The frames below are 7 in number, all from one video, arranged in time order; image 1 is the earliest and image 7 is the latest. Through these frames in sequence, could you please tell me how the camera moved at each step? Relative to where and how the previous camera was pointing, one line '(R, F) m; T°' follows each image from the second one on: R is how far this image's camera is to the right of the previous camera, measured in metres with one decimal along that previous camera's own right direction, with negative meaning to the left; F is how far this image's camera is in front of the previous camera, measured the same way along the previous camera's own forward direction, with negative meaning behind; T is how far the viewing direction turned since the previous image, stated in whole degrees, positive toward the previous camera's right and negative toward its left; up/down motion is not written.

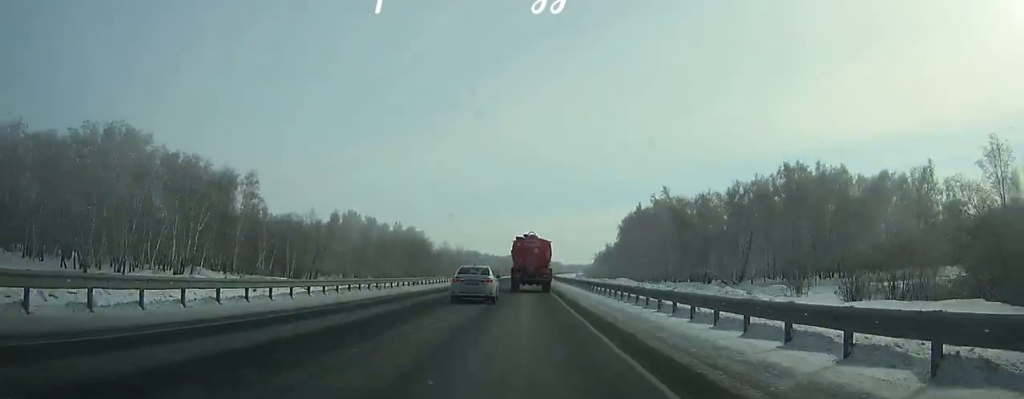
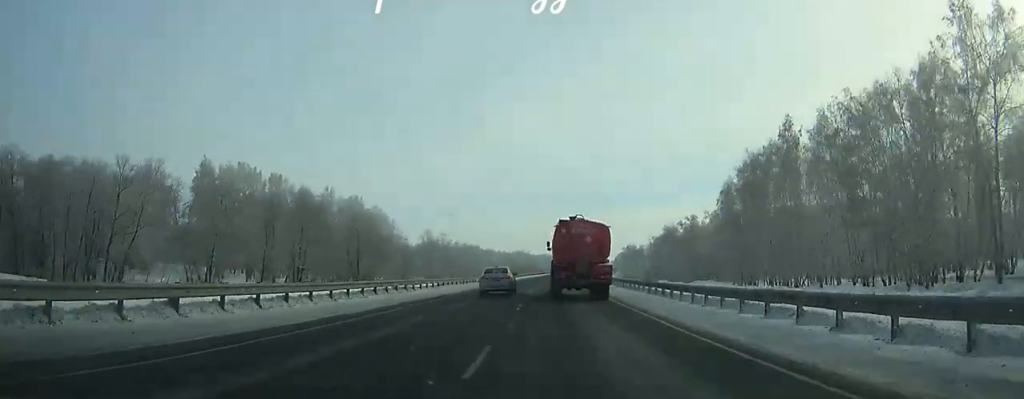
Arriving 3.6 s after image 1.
(+0.1, +83.9) m; +1°
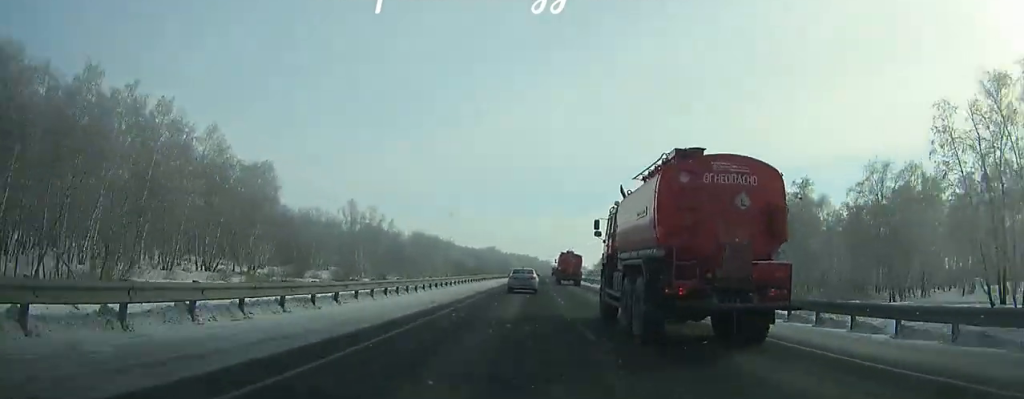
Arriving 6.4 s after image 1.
(+0.9, +71.0) m; +2°
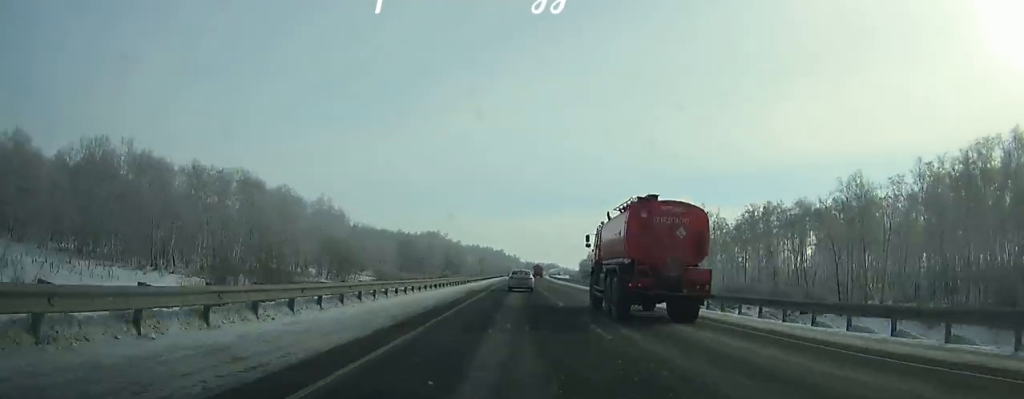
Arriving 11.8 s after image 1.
(+4.2, +148.9) m; +3°
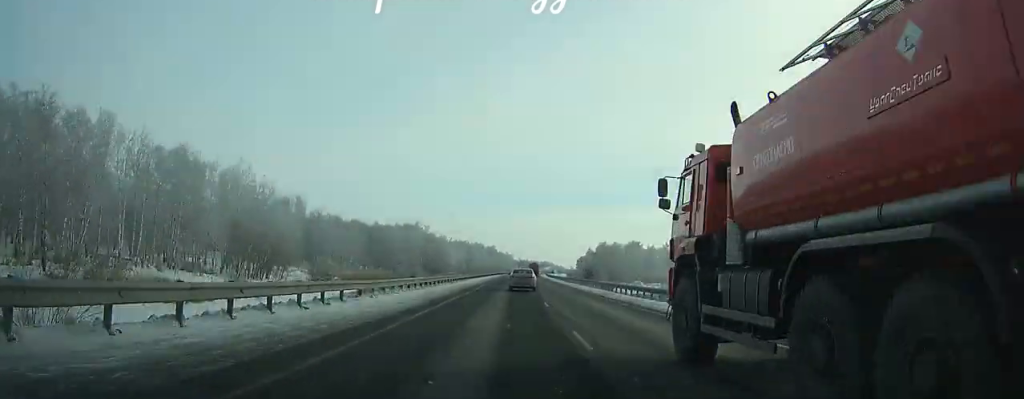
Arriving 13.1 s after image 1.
(+0.4, +36.7) m; 0°
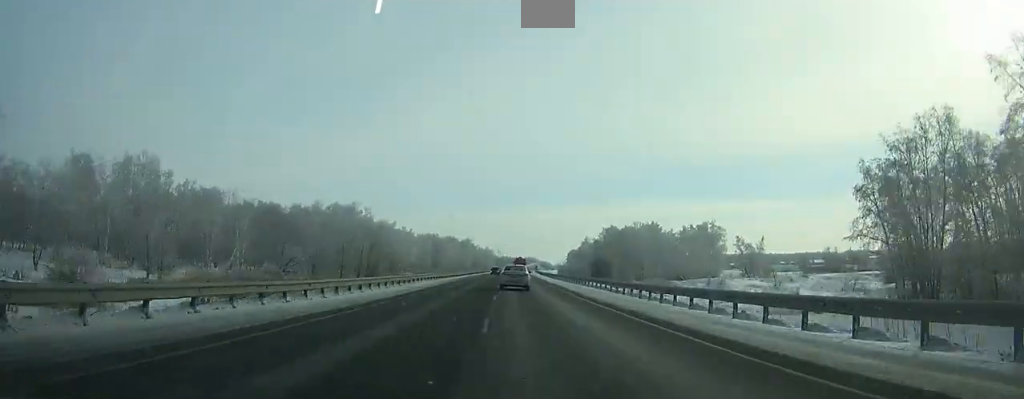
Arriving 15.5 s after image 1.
(+0.5, +67.4) m; +1°
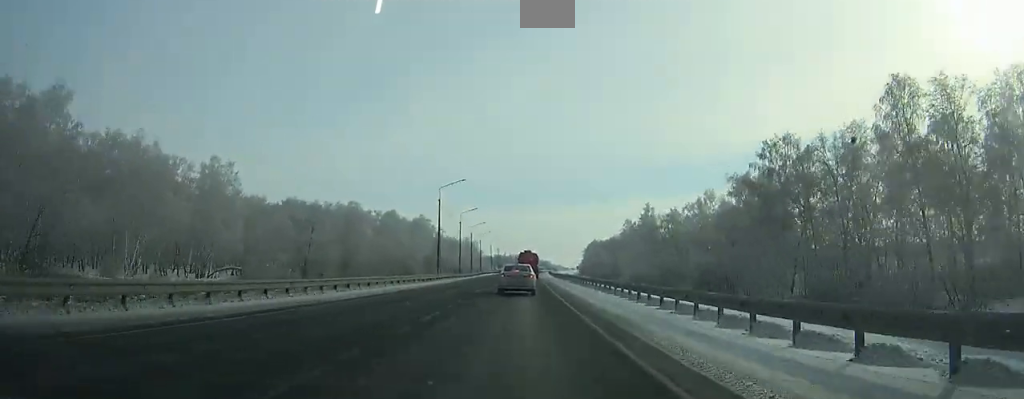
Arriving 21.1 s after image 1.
(+1.3, +146.0) m; +1°
